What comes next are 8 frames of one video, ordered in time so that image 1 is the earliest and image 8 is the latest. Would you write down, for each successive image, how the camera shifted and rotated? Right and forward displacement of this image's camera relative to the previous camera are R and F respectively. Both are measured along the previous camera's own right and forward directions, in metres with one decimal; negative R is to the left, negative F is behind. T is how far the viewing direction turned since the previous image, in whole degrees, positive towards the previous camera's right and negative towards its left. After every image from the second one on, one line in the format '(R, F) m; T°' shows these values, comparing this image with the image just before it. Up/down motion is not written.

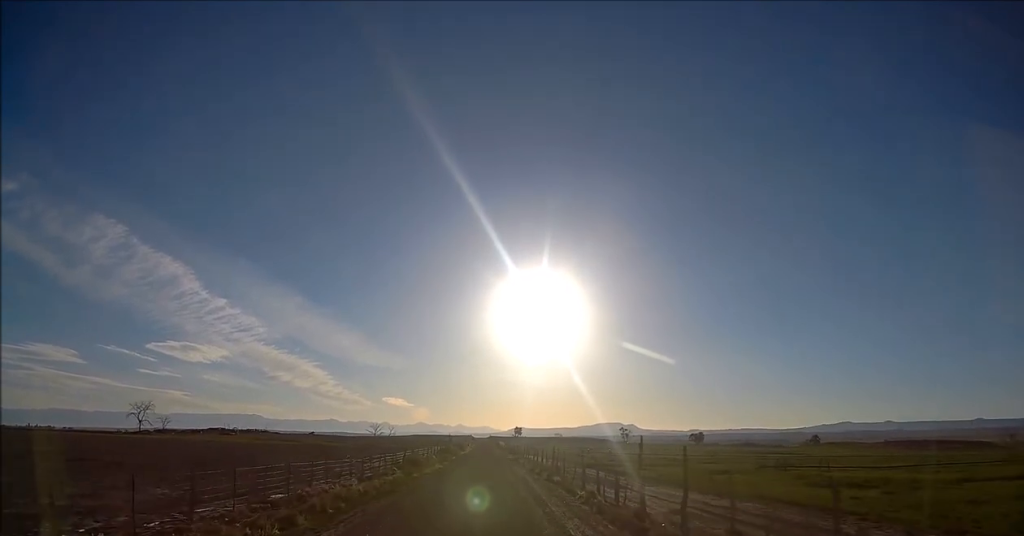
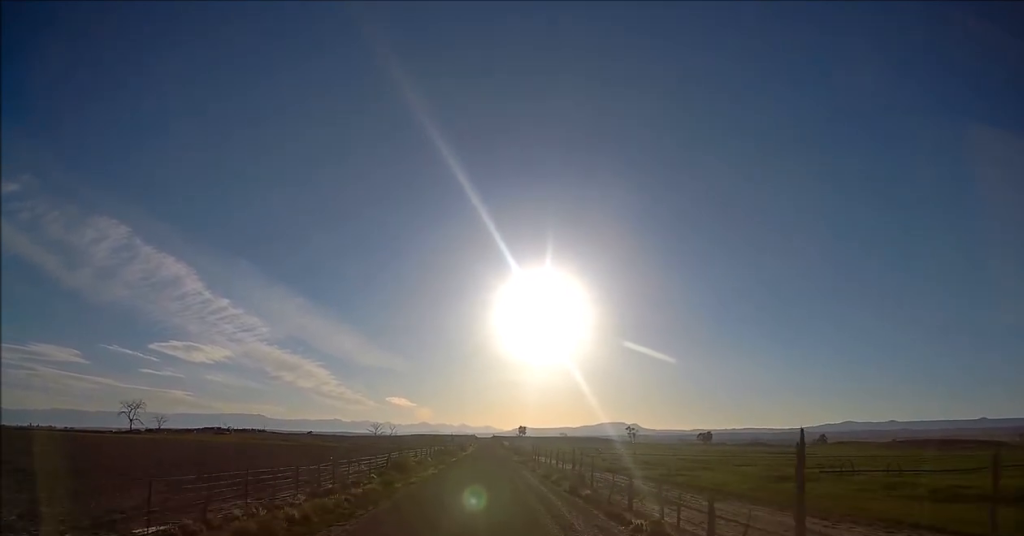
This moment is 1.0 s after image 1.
(-0.2, +10.0) m; -1°
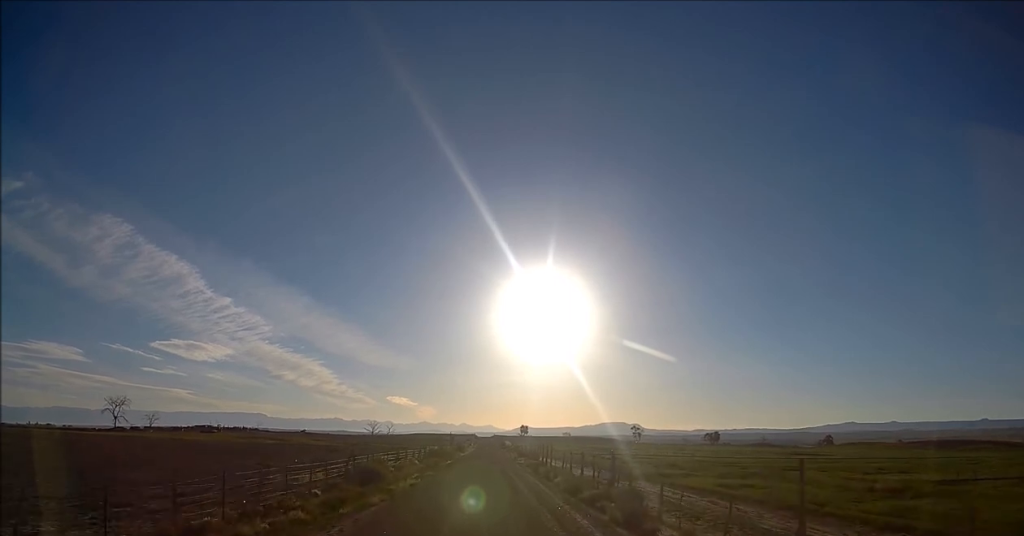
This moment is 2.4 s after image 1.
(-0.2, +13.5) m; 0°
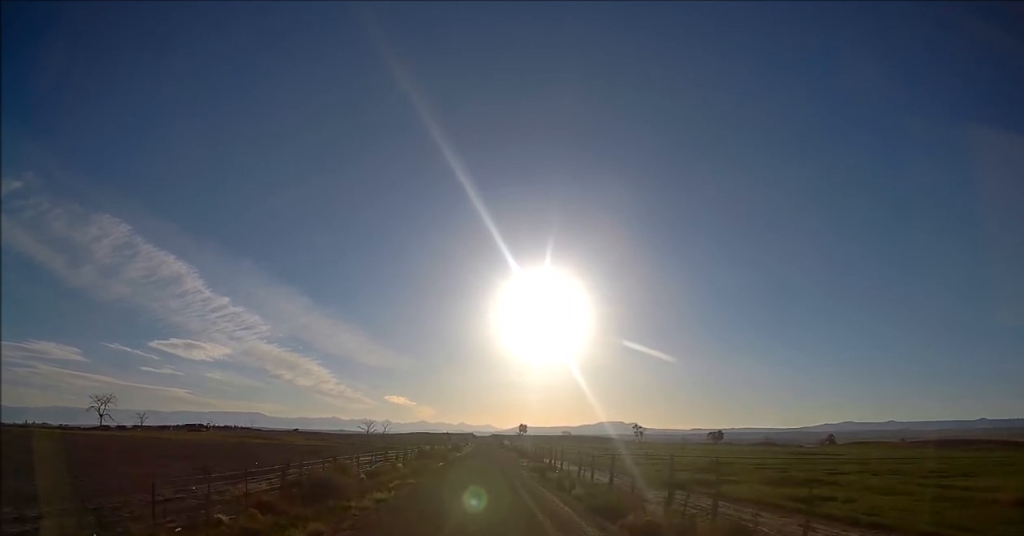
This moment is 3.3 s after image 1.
(+0.1, +9.0) m; 0°
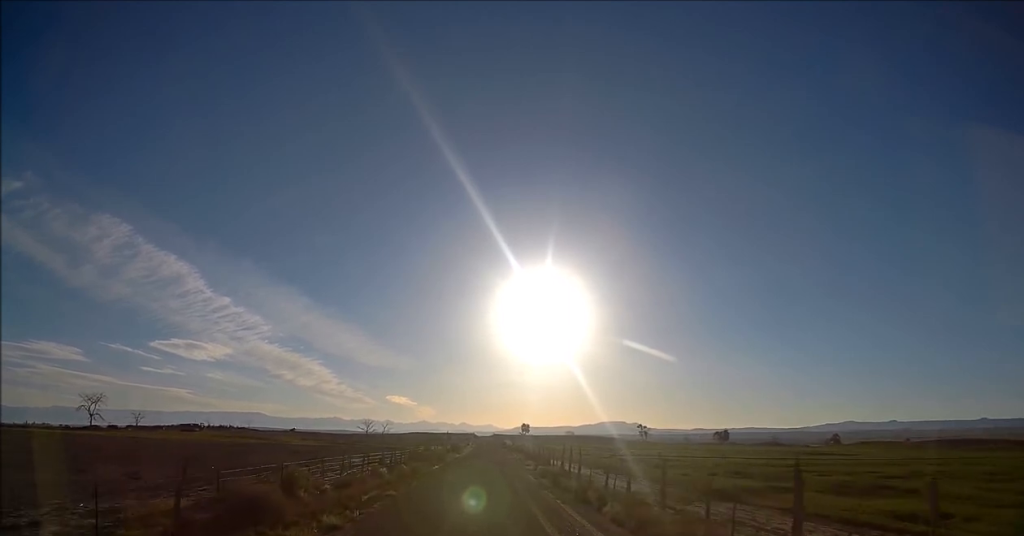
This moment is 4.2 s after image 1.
(0.0, +7.6) m; 0°
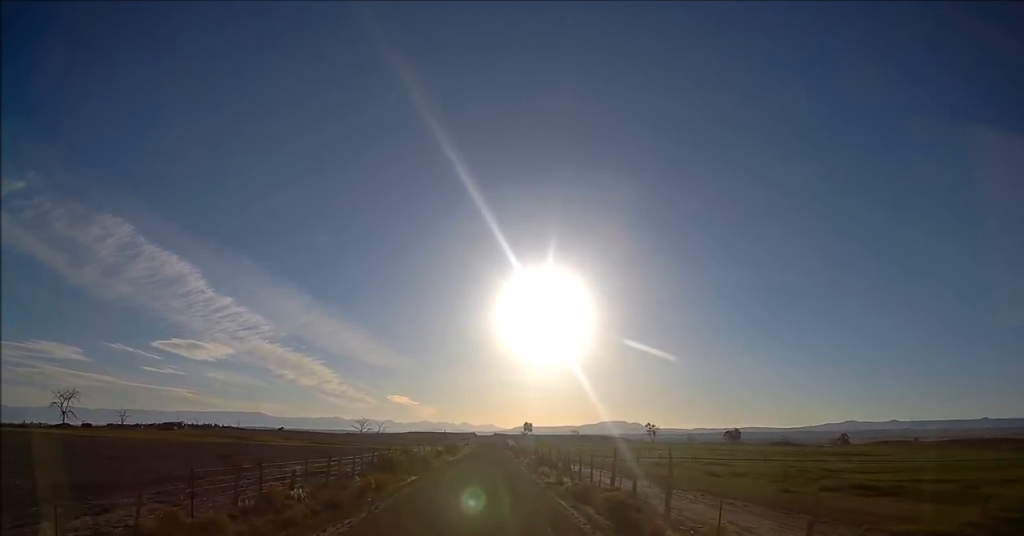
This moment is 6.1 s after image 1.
(0.0, +17.2) m; 0°
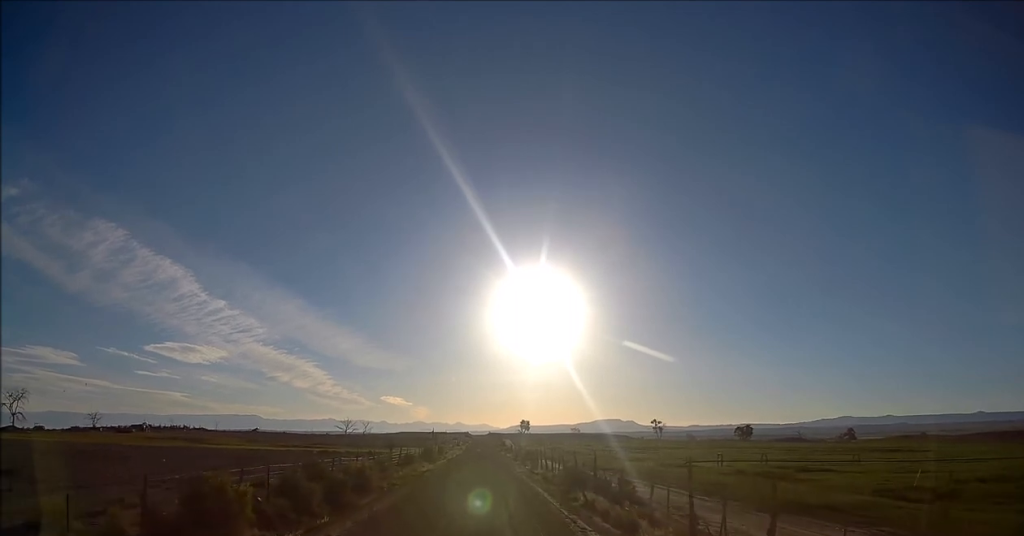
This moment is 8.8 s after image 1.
(0.0, +25.5) m; 0°
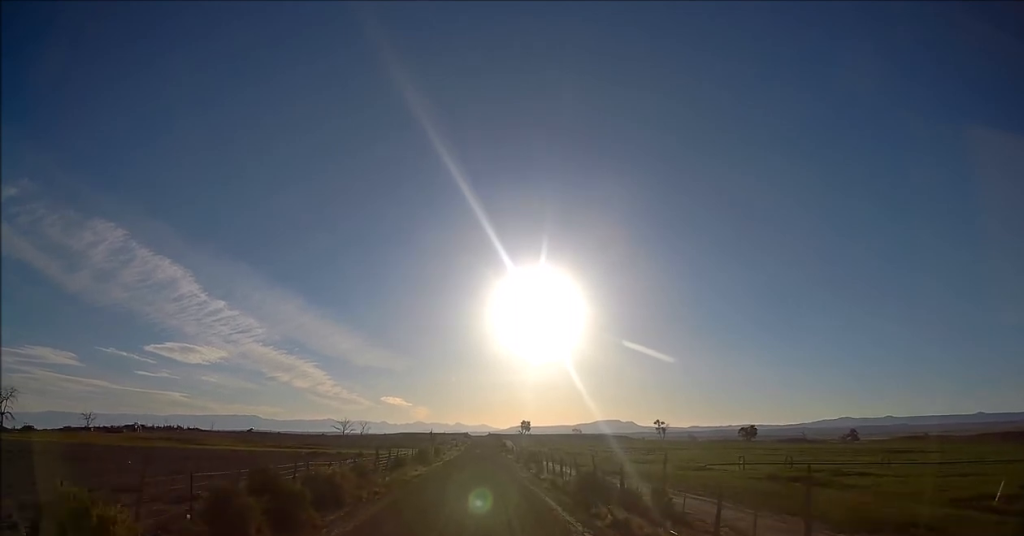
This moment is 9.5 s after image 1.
(0.0, +5.4) m; -1°
